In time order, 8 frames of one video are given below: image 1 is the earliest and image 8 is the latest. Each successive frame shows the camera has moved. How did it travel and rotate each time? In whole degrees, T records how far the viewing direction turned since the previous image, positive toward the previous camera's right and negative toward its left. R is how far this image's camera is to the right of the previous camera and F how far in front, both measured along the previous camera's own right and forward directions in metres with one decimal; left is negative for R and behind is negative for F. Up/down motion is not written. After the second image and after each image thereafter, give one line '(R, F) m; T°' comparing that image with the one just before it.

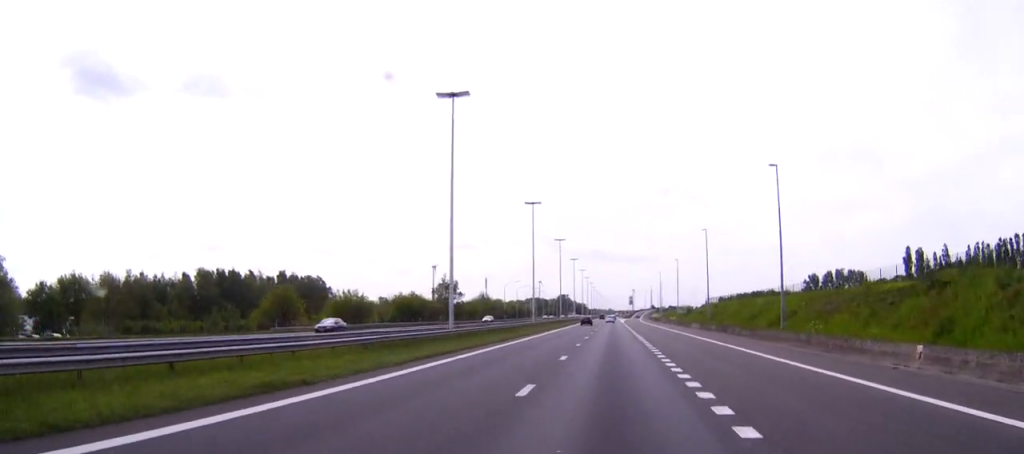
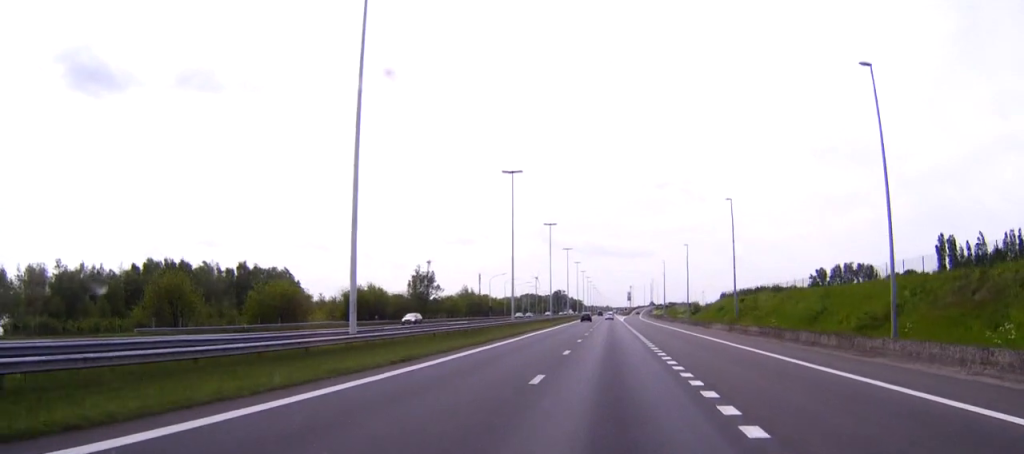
(0.0, +22.7) m; 0°
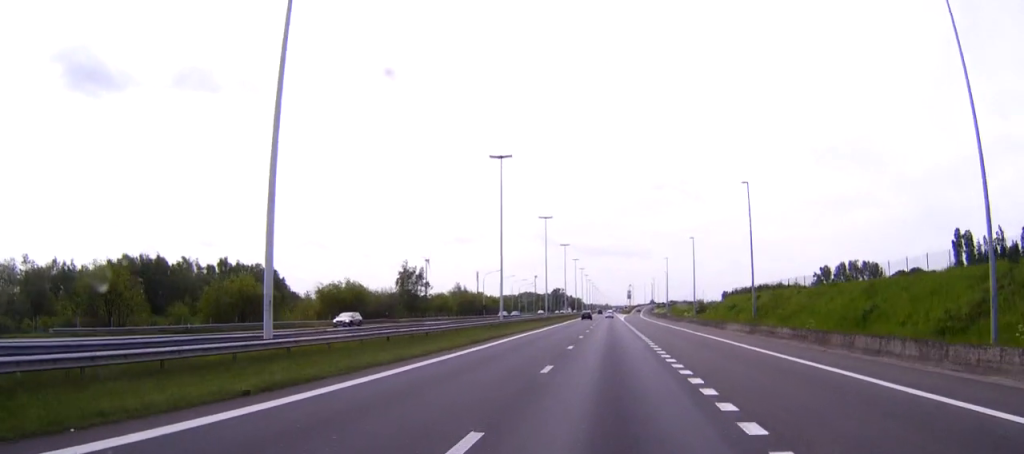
(0.0, +9.7) m; 0°
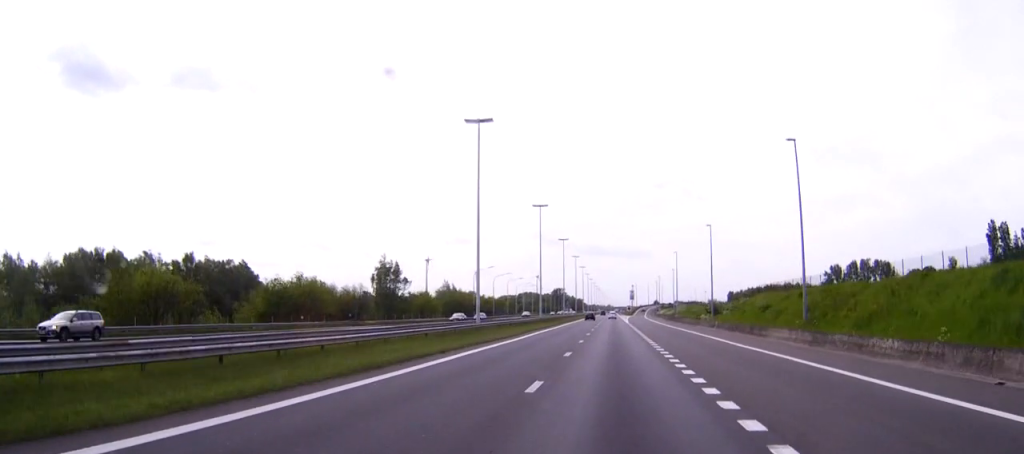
(0.0, +17.0) m; 0°
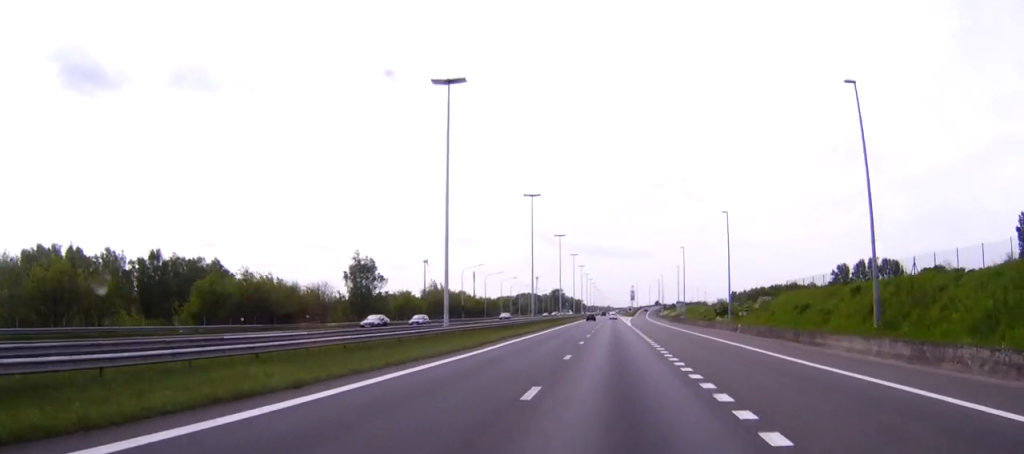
(0.0, +13.8) m; 0°
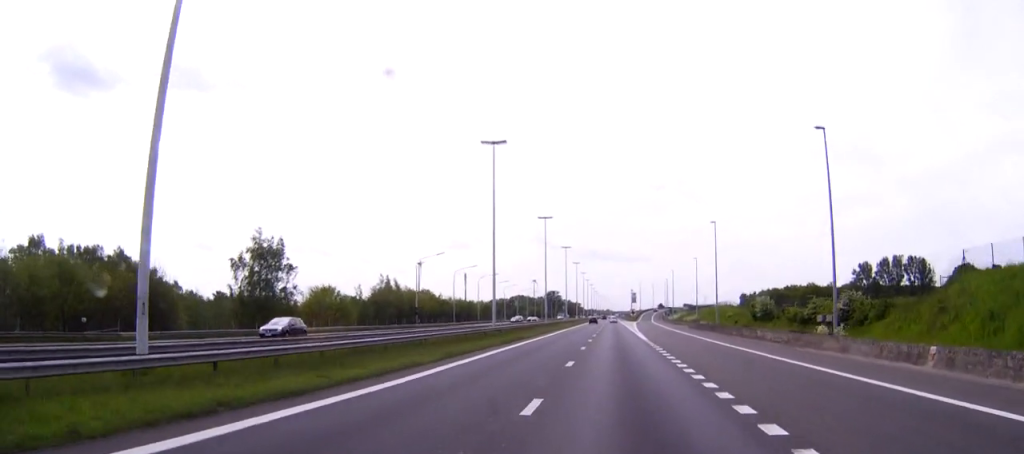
(+0.1, +38.9) m; 0°
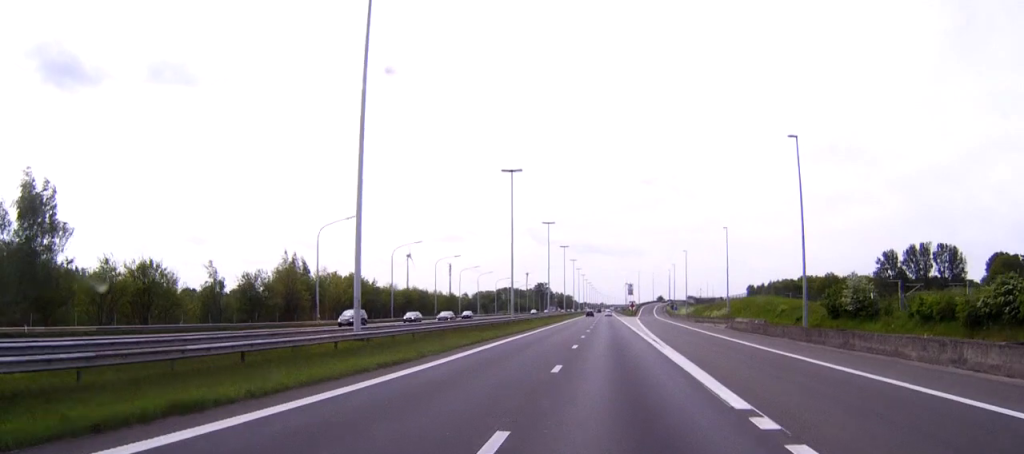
(+0.1, +42.1) m; 0°
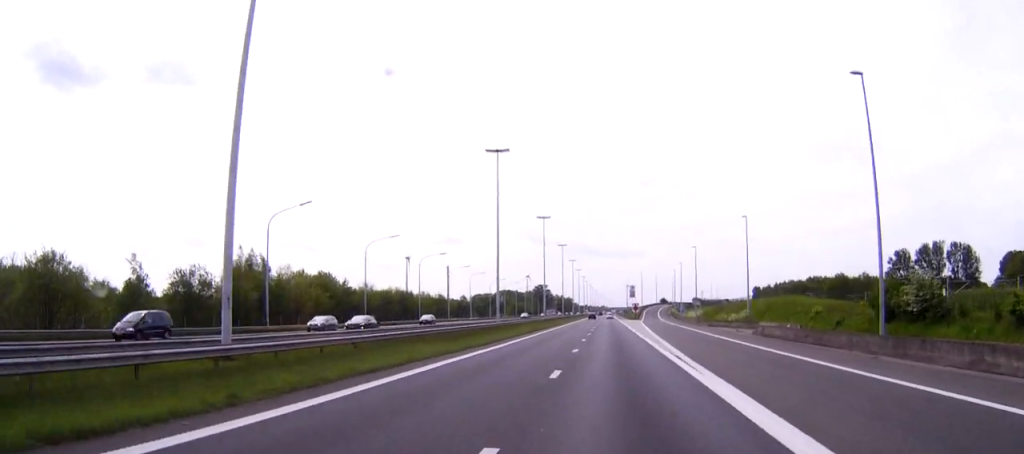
(0.0, +13.8) m; 0°
